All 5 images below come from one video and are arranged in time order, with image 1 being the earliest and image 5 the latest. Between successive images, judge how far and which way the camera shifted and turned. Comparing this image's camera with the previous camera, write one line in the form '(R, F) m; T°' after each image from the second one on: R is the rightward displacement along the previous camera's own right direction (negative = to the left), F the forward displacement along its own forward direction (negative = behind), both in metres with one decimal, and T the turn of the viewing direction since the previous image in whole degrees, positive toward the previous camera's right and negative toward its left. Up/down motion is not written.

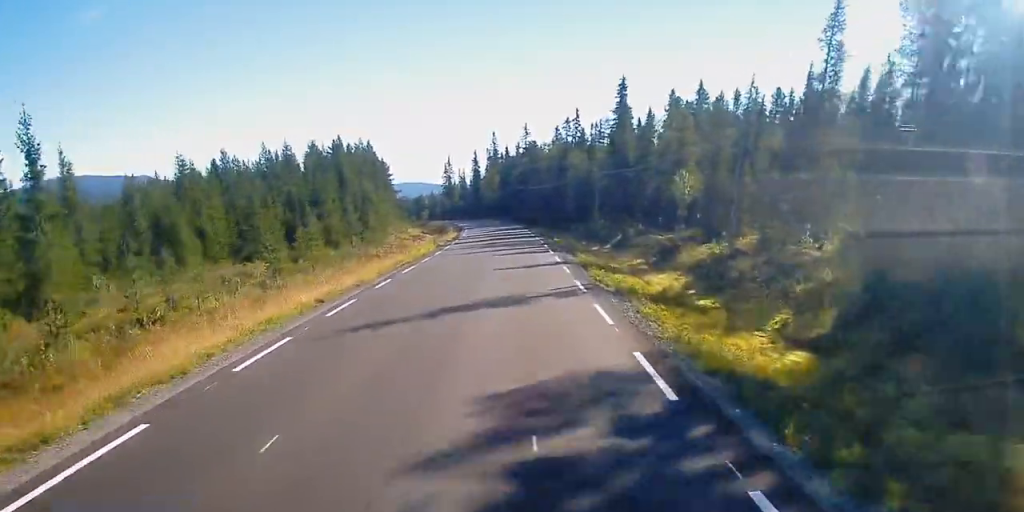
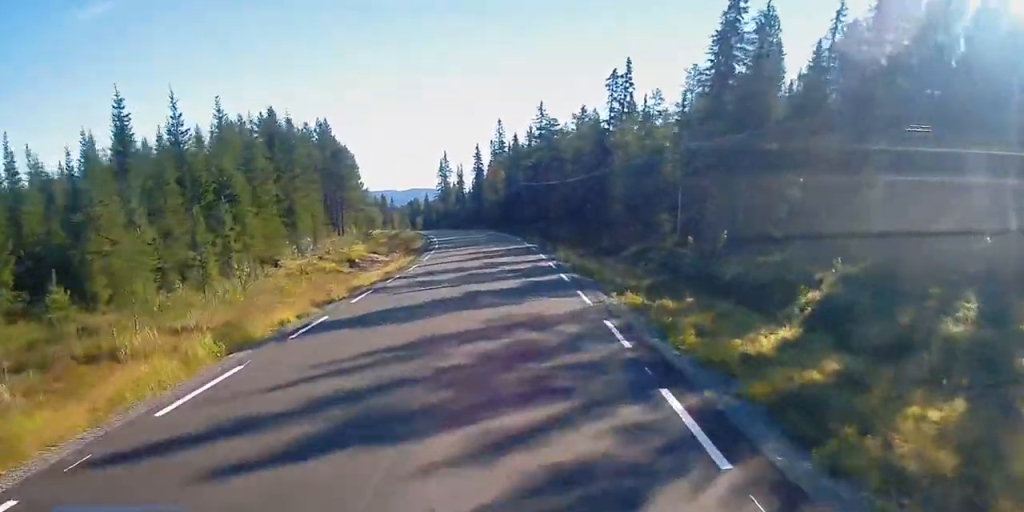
(0.0, +38.0) m; -1°
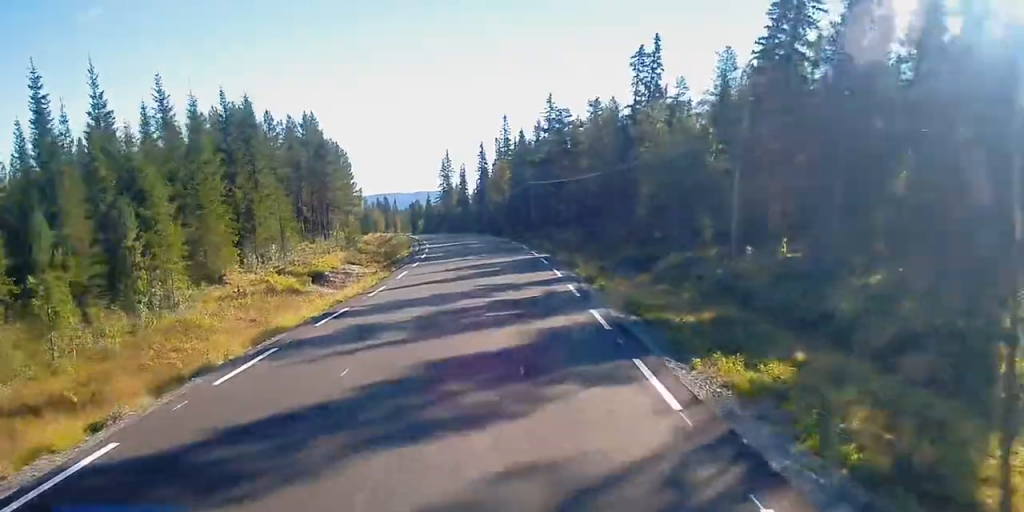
(-0.1, +9.8) m; -1°
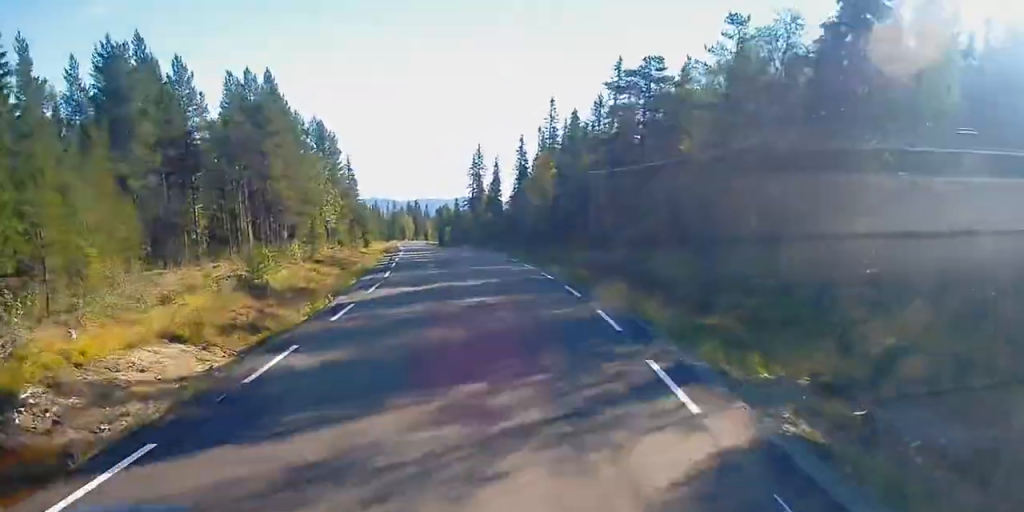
(-0.5, +30.0) m; -1°
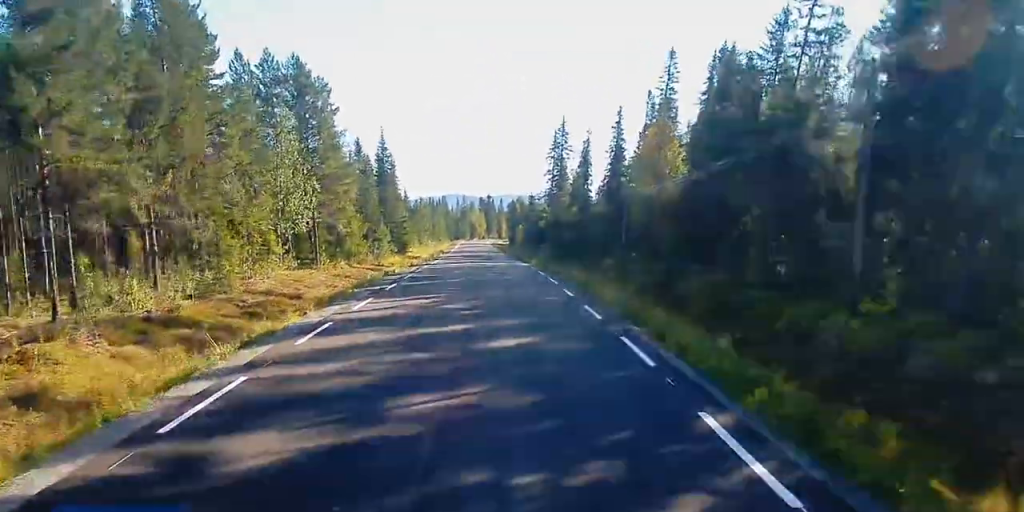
(-1.2, +32.8) m; -5°
